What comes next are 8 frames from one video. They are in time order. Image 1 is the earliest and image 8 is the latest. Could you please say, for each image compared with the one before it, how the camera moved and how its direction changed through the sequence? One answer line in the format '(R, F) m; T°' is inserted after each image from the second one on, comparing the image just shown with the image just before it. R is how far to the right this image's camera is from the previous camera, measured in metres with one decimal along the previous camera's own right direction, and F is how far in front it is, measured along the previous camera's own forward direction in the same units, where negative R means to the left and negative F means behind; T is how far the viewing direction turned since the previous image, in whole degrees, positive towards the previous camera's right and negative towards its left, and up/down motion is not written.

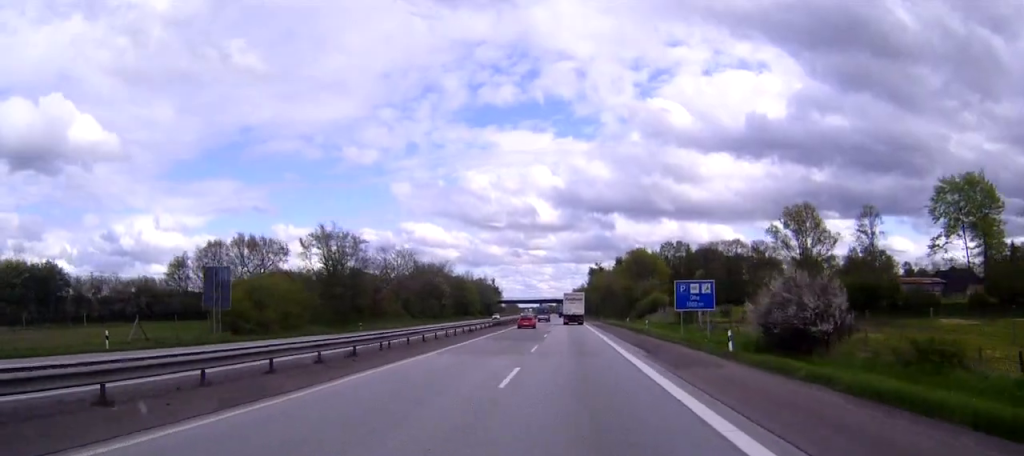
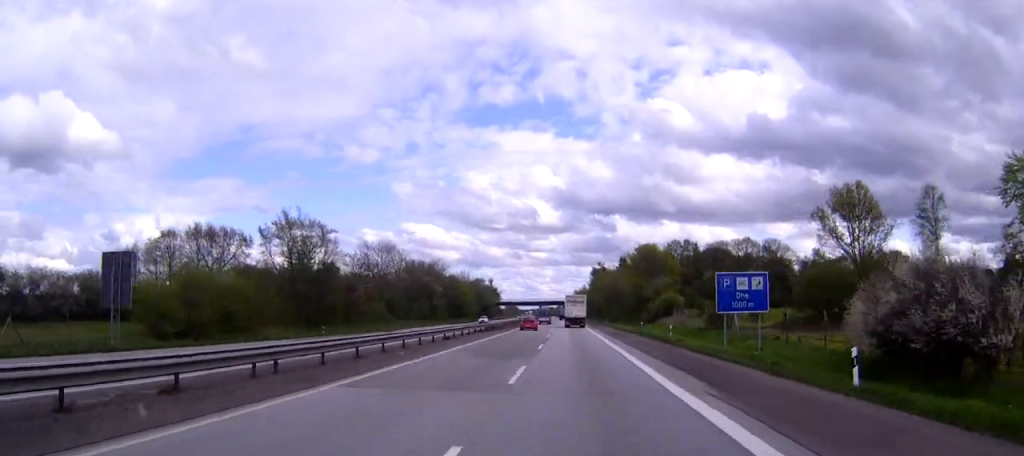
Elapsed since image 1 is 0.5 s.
(0.0, +13.3) m; 0°
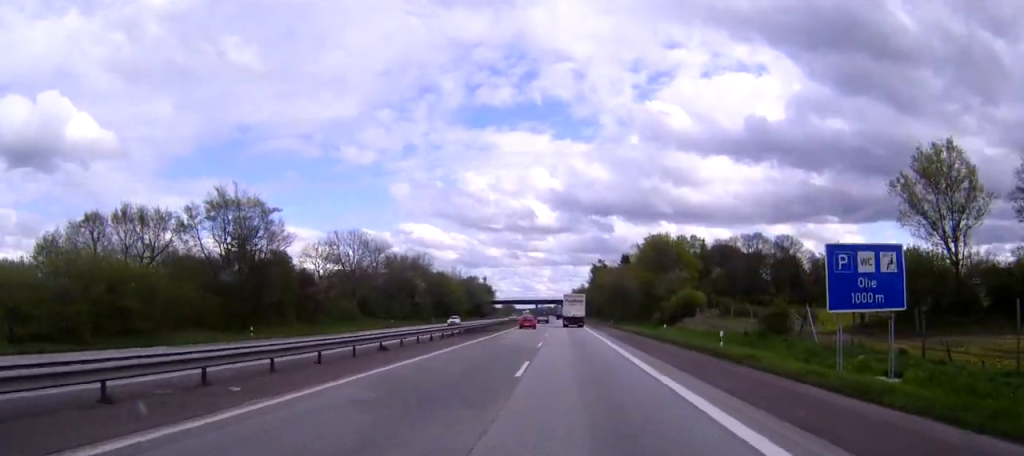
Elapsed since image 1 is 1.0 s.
(0.0, +16.2) m; 0°
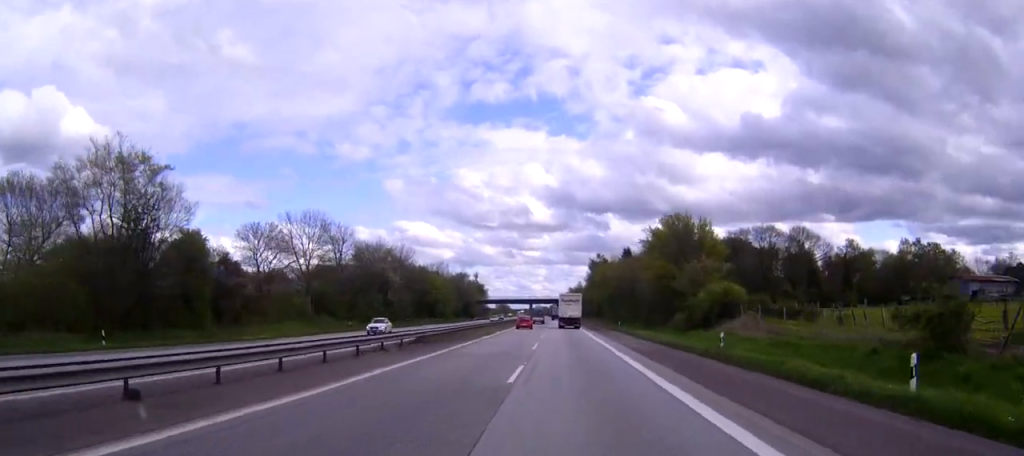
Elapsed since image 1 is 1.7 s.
(0.0, +19.0) m; 0°
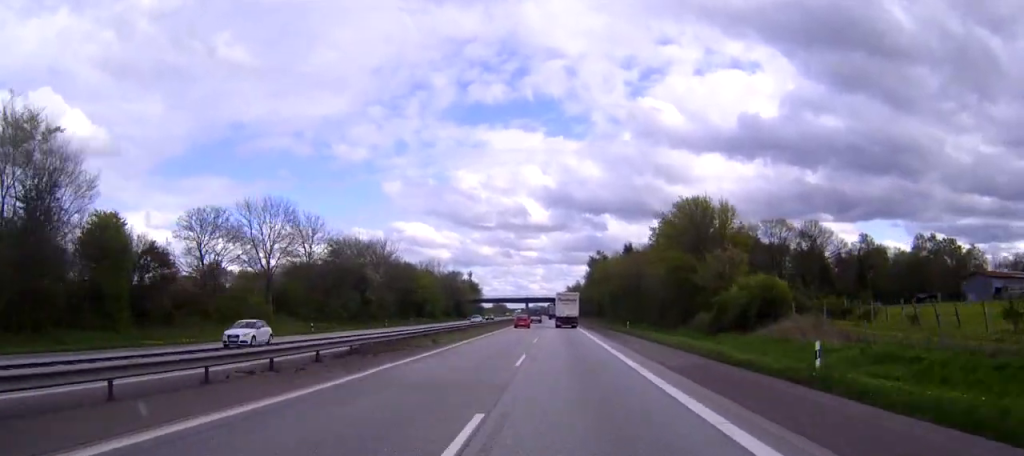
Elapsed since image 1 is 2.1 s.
(0.0, +12.4) m; 0°
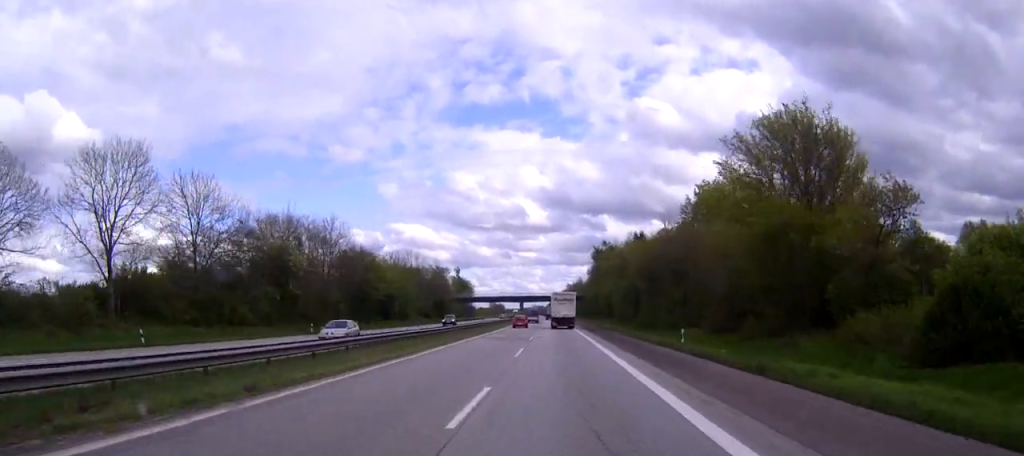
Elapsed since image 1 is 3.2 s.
(0.0, +31.5) m; 0°
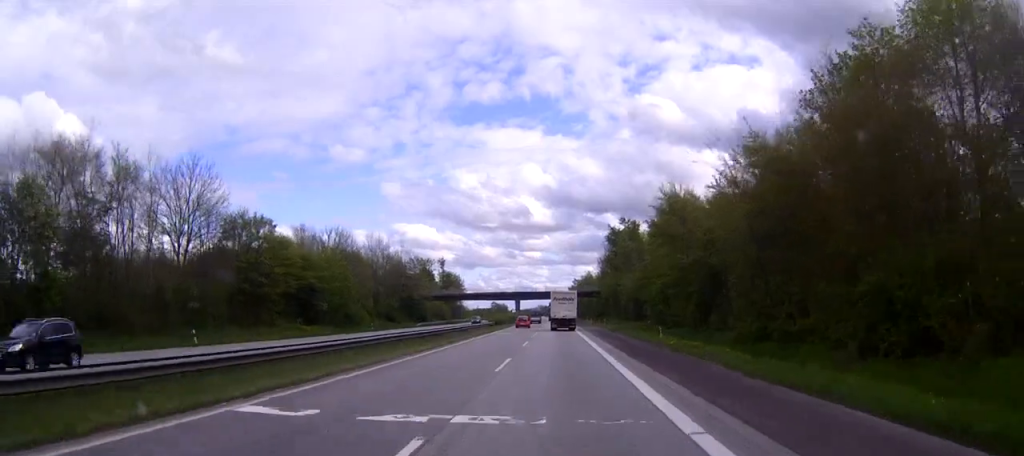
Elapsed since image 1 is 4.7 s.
(-0.1, +43.1) m; 0°
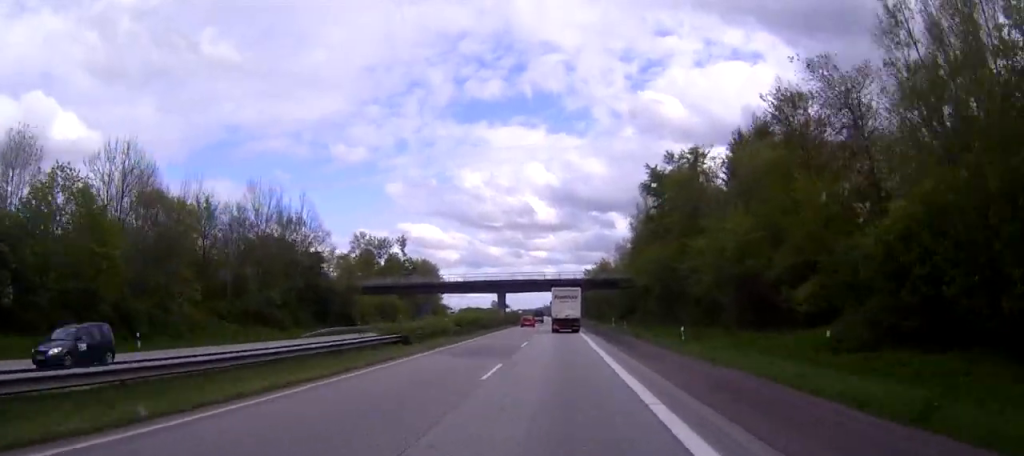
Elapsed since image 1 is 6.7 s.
(-0.3, +57.4) m; -1°
